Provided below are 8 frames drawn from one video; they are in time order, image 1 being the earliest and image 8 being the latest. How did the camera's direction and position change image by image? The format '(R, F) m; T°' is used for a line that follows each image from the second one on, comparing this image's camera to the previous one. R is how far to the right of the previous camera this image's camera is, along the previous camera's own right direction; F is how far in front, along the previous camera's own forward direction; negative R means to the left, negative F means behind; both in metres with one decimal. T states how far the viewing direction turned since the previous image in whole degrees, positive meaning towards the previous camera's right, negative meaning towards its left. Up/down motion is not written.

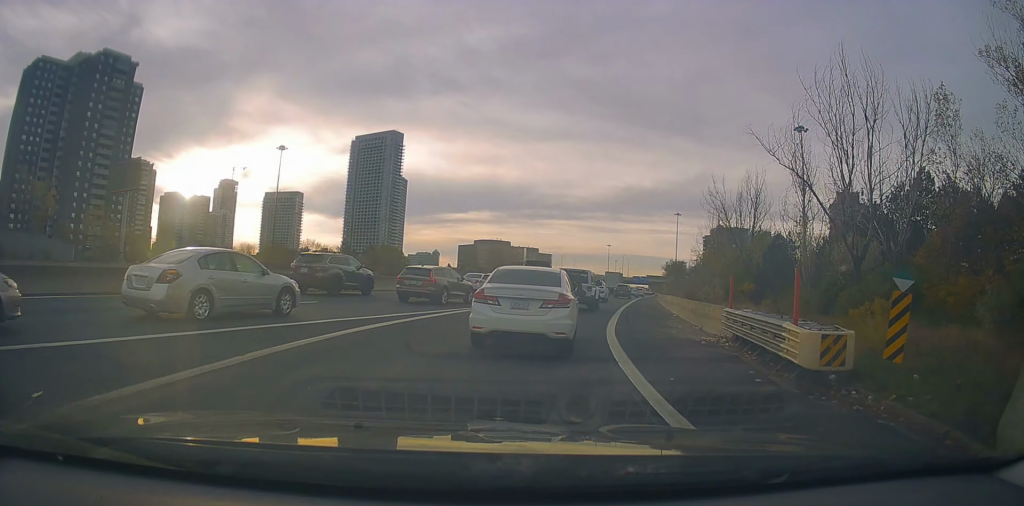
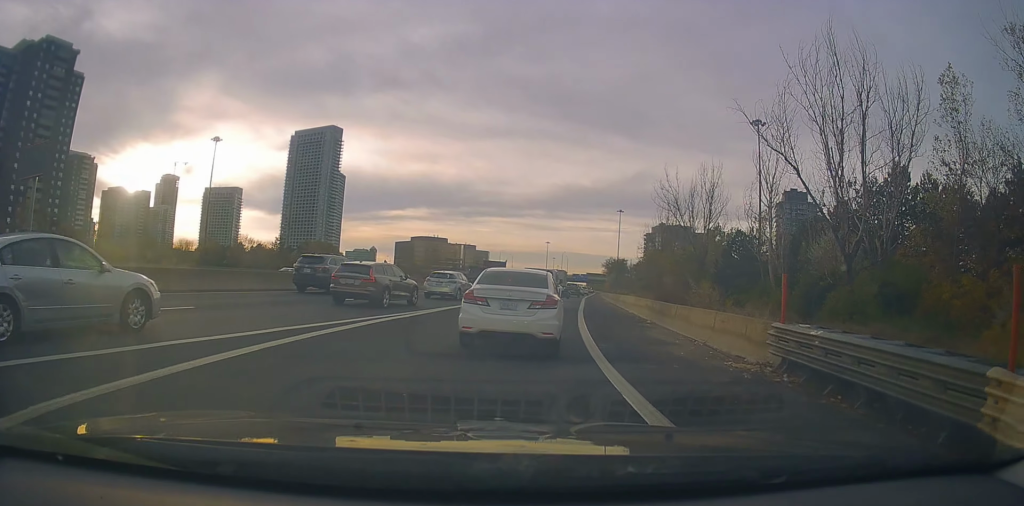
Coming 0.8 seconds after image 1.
(+0.3, +4.9) m; +7°
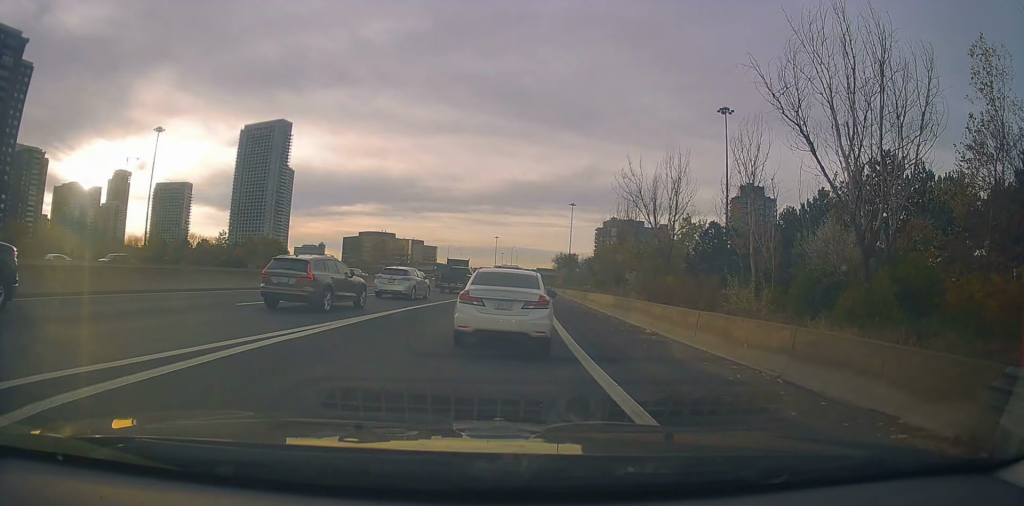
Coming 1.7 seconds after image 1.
(+0.3, +5.4) m; +6°
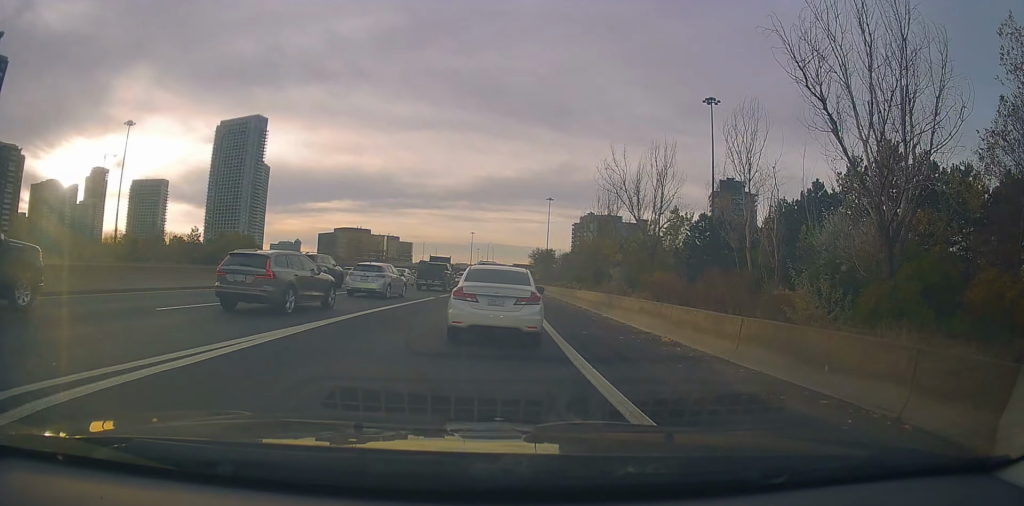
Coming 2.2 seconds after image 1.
(+0.1, +3.1) m; +3°
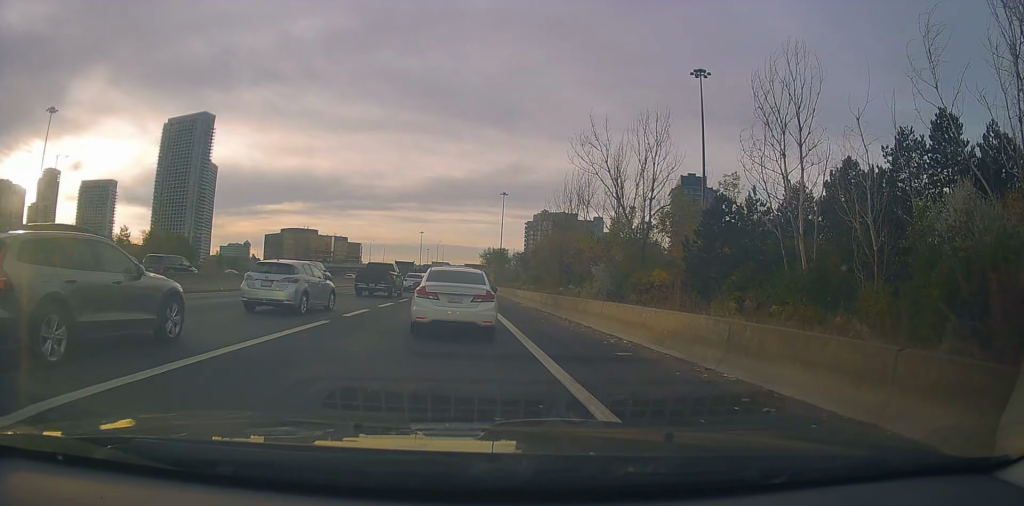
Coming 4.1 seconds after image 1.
(+0.6, +13.3) m; +5°
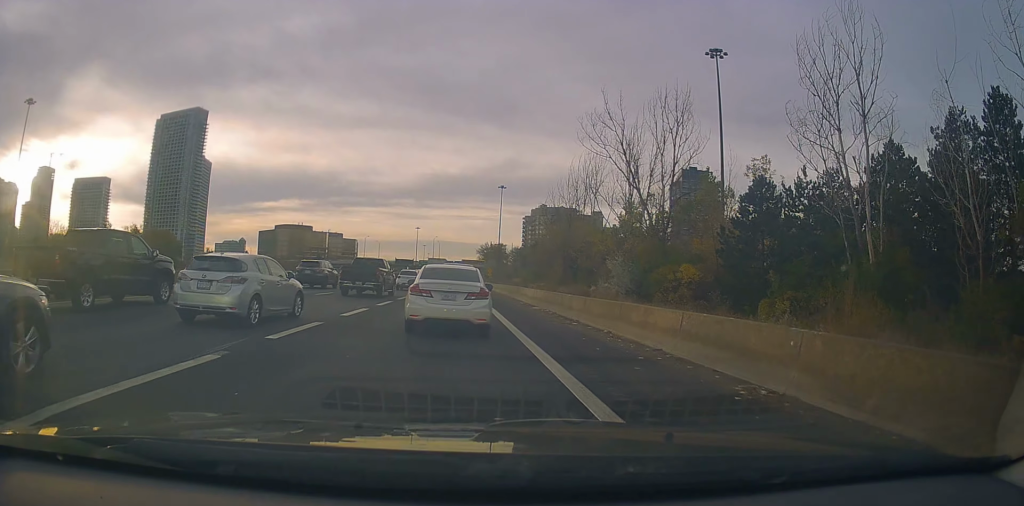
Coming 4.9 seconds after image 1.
(+0.2, +6.0) m; +3°
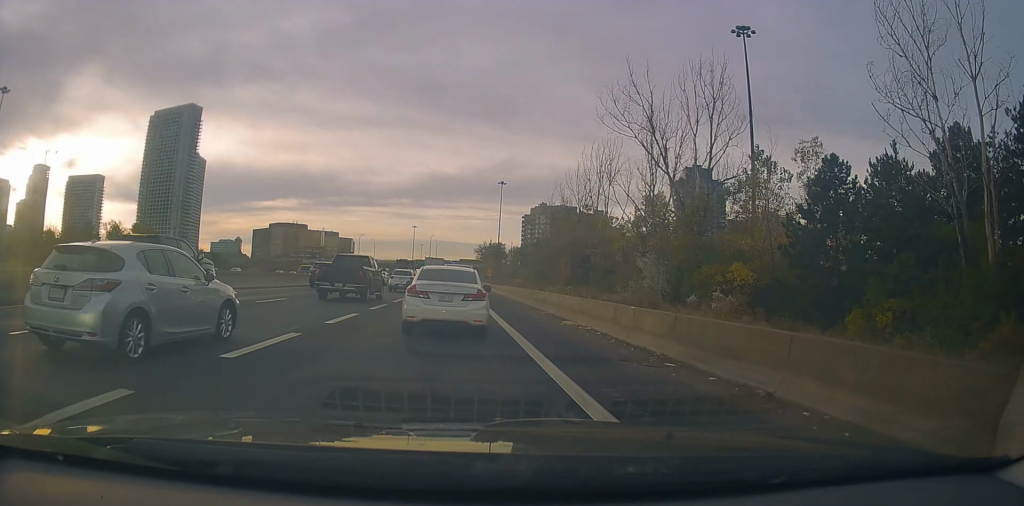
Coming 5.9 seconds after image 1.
(+0.3, +8.0) m; +2°
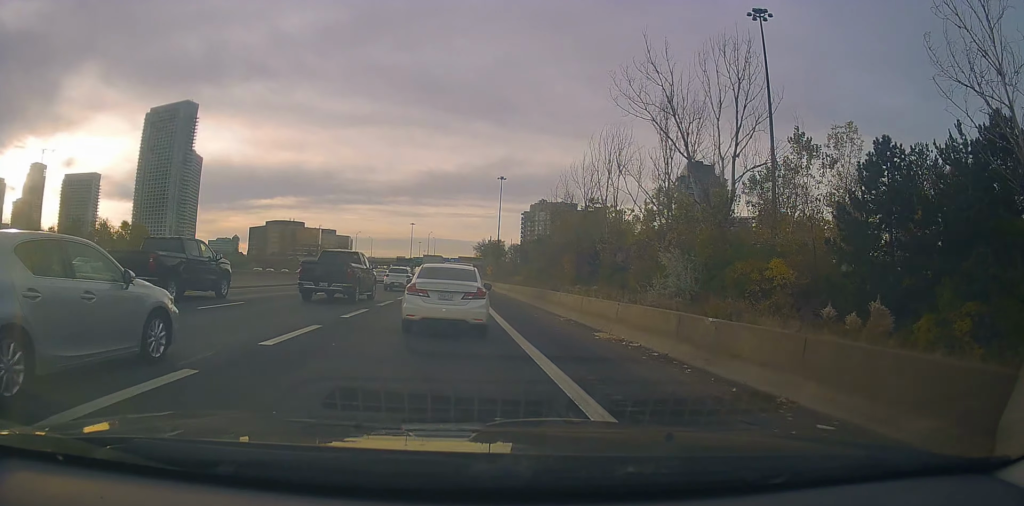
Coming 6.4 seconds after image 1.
(0.0, +4.3) m; 0°
